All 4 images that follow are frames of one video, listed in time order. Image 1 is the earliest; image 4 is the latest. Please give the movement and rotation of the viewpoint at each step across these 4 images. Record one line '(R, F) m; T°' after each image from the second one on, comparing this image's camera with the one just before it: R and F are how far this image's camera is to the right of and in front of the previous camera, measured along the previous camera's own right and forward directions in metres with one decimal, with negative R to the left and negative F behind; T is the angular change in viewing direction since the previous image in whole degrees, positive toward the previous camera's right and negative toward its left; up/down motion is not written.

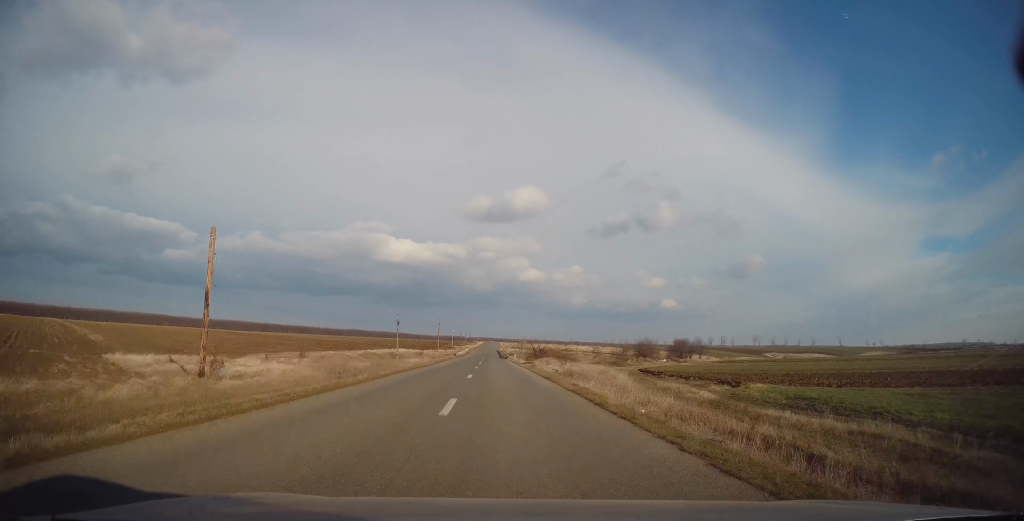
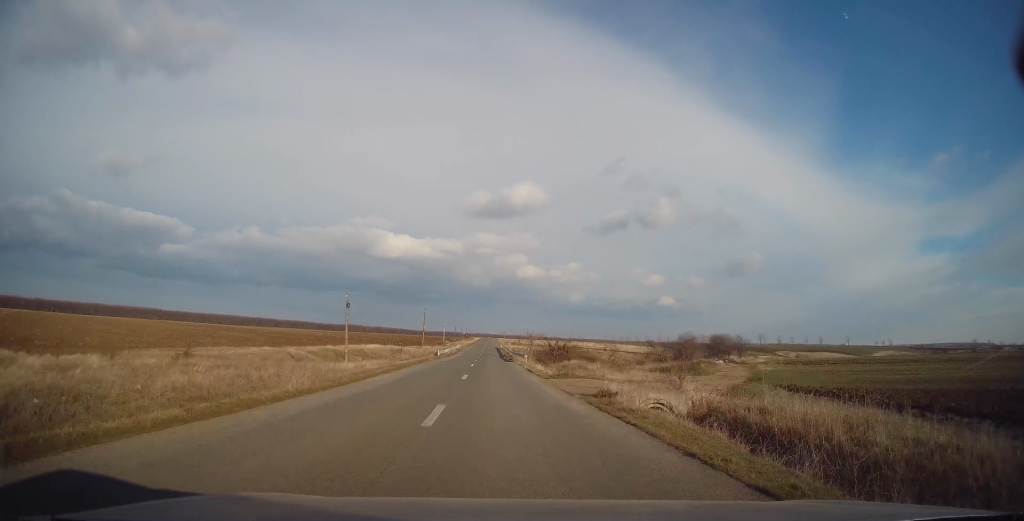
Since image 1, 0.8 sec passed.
(+0.2, +25.0) m; -1°
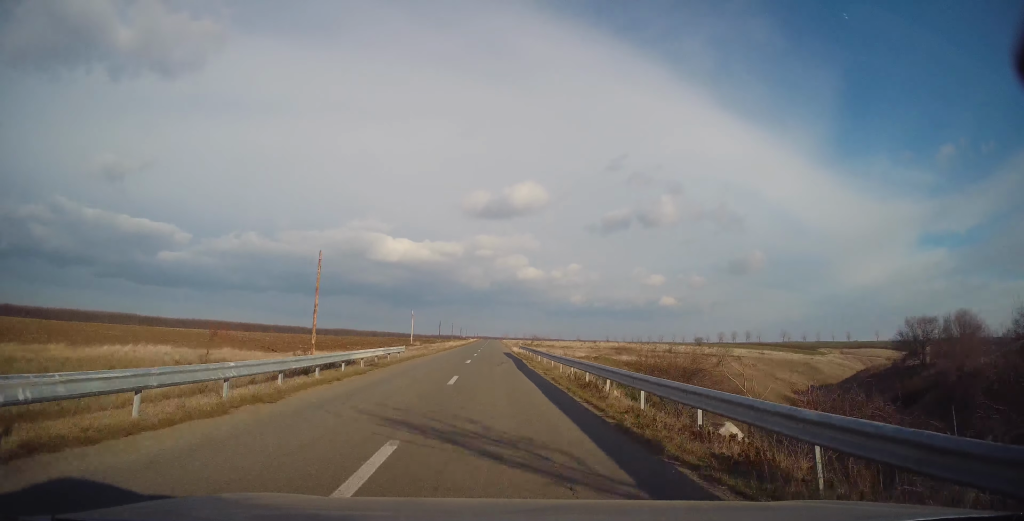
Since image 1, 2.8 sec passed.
(-0.3, +63.2) m; 0°
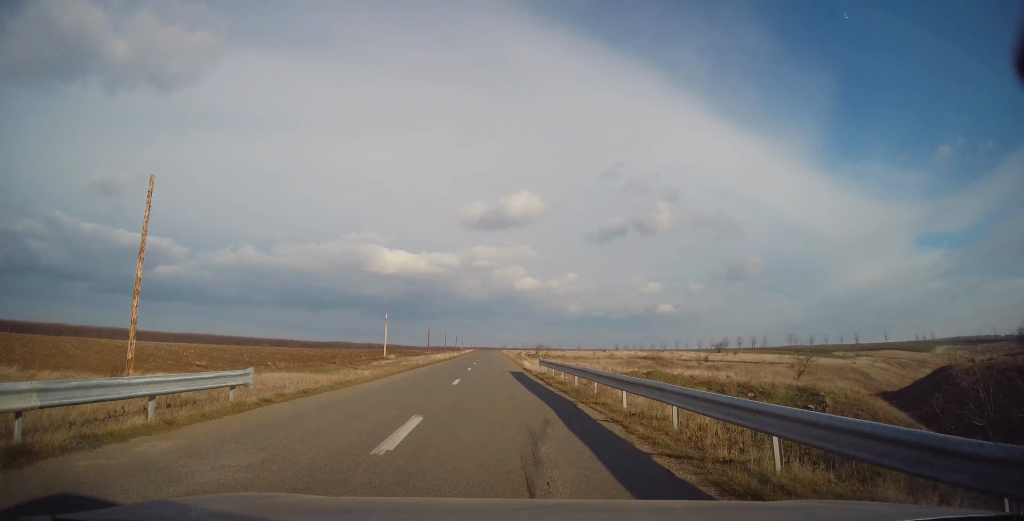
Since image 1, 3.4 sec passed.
(-0.2, +20.1) m; 0°
